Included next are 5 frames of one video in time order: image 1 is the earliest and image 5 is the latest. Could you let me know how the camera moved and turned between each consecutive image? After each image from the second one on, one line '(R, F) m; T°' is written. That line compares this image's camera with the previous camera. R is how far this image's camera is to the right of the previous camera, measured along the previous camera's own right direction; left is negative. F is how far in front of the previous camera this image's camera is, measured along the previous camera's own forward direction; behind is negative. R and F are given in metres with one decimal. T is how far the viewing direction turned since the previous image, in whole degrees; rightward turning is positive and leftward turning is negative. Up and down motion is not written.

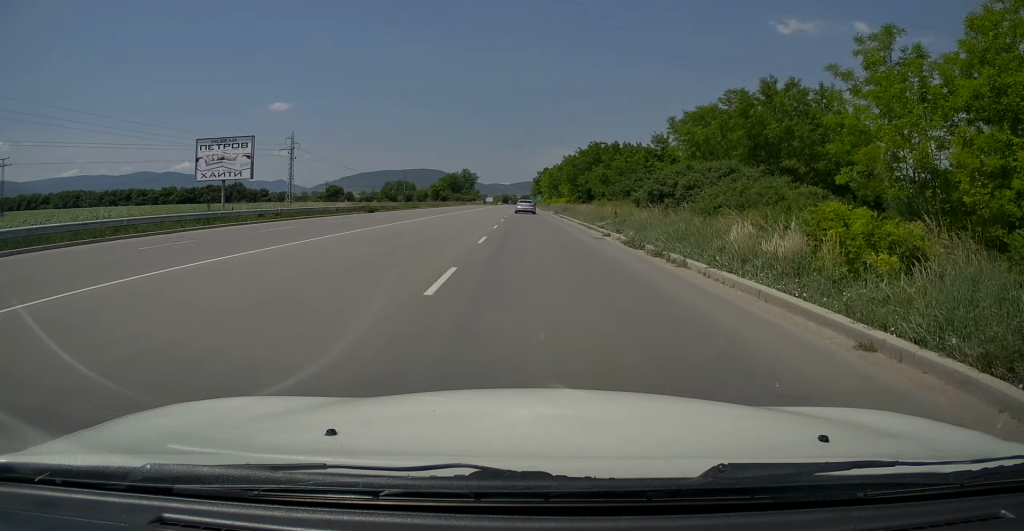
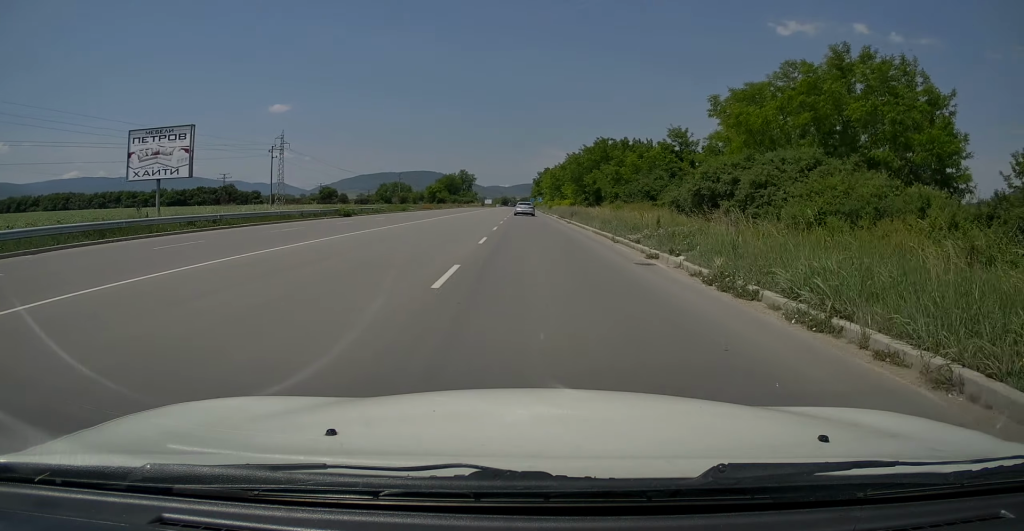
(-0.2, +8.0) m; 0°
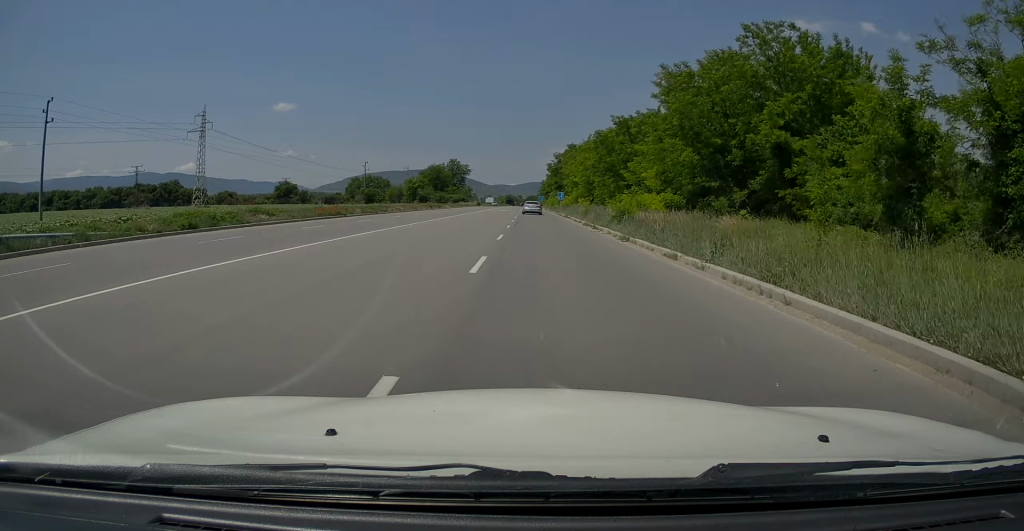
(-0.3, +50.8) m; 0°
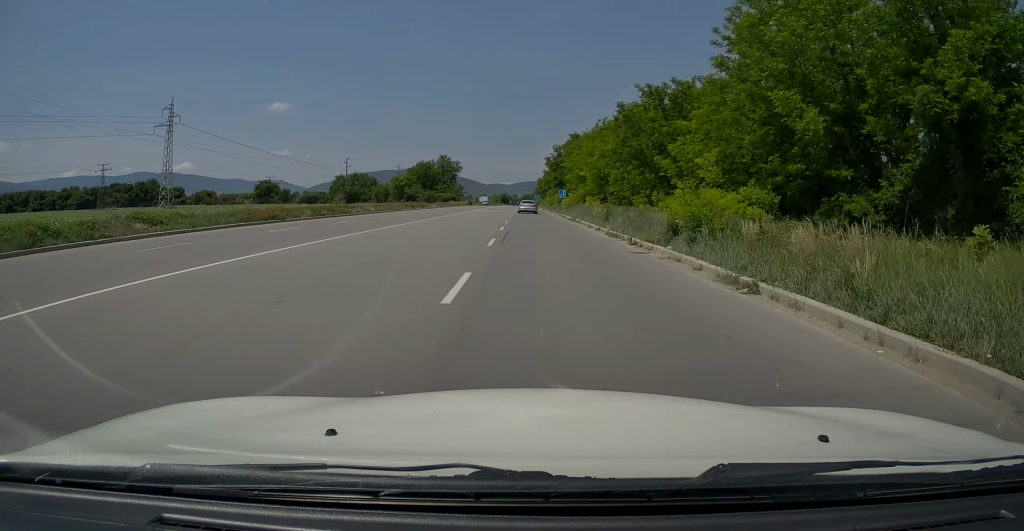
(+0.2, +11.7) m; 0°
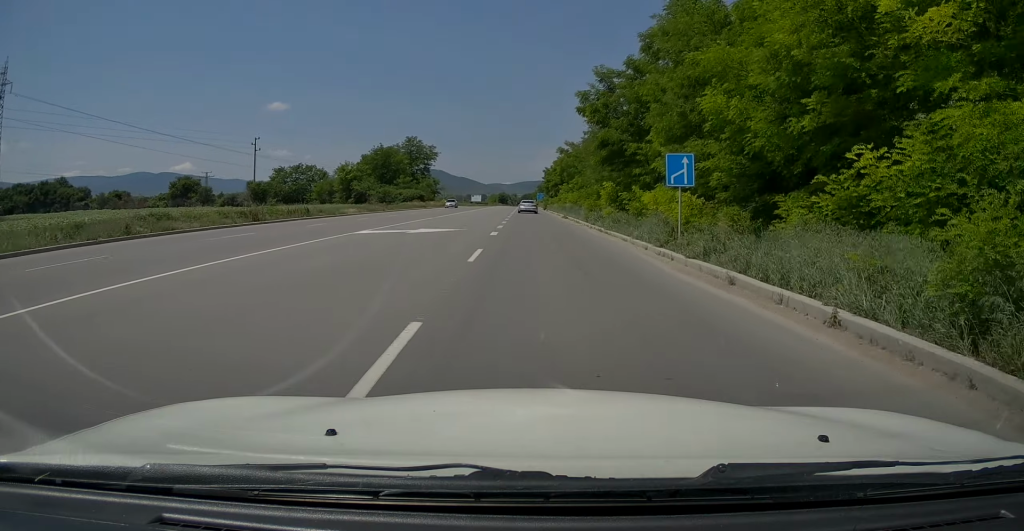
(+0.8, +47.9) m; +1°
